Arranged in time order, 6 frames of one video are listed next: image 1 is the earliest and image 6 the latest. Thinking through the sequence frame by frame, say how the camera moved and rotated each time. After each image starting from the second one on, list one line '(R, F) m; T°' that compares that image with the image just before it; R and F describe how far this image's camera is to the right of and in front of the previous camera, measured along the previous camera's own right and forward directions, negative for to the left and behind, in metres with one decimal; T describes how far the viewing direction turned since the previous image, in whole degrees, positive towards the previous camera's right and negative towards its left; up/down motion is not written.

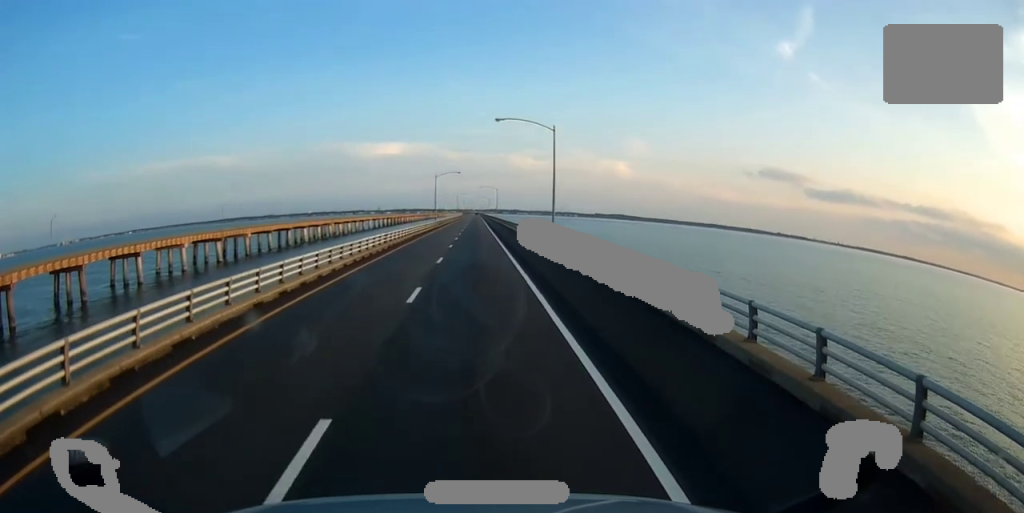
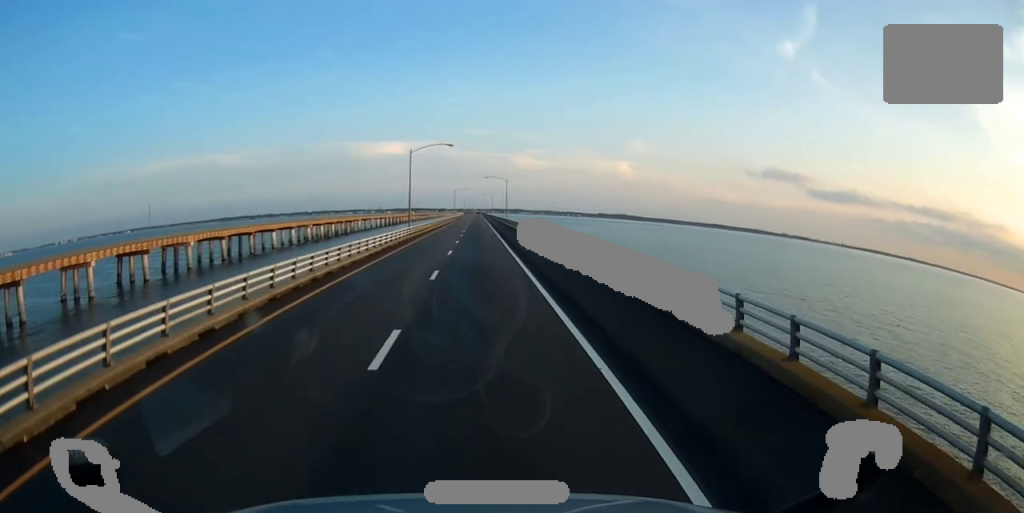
(0.0, +43.5) m; 0°
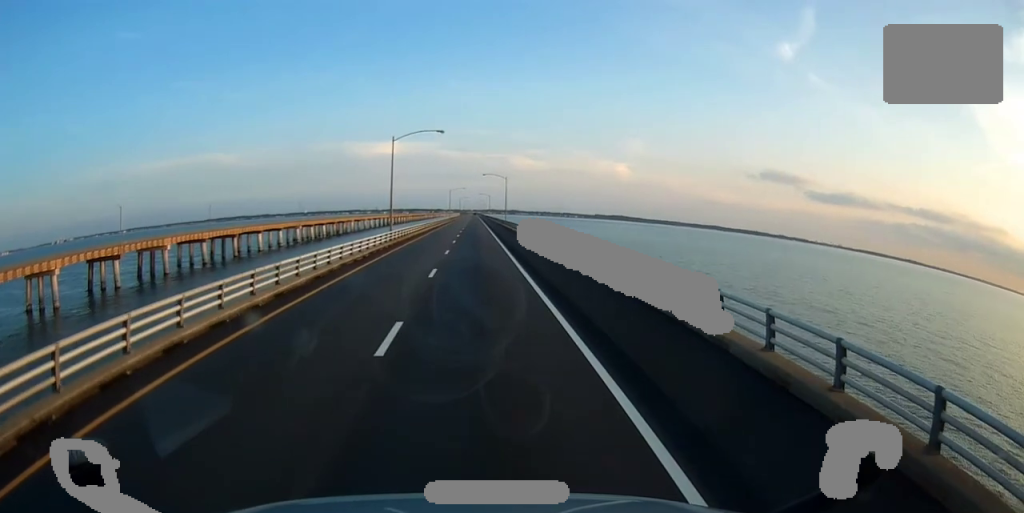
(0.0, +11.4) m; 0°
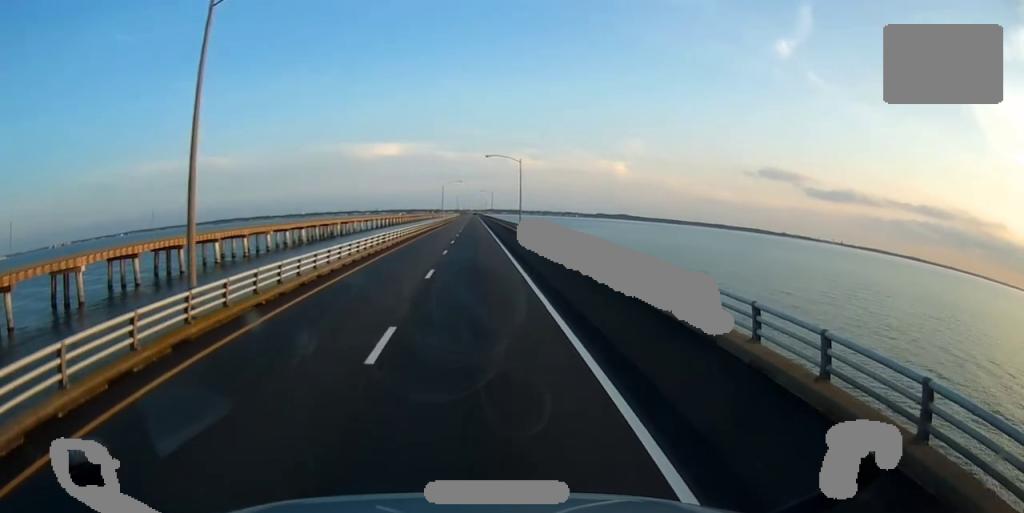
(-0.2, +37.2) m; -1°
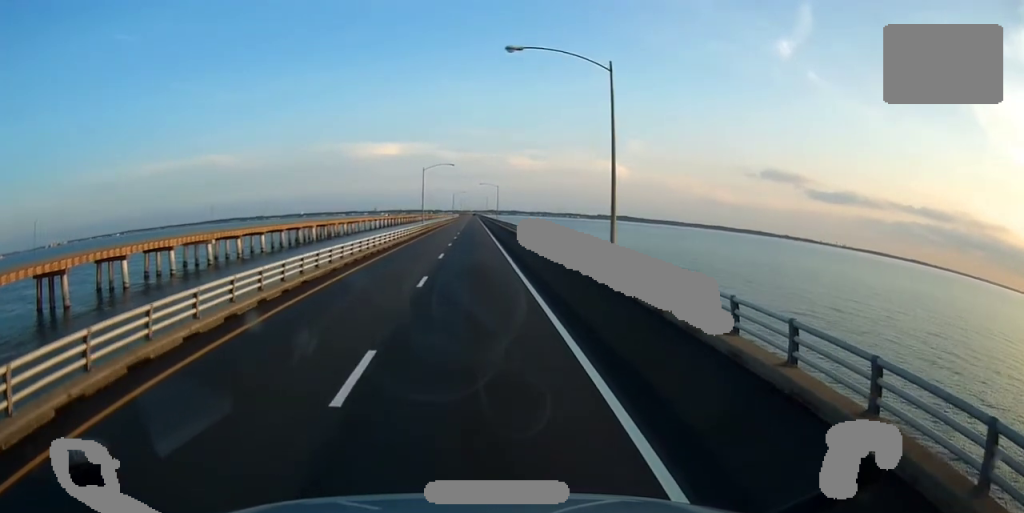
(+0.3, +50.8) m; +1°
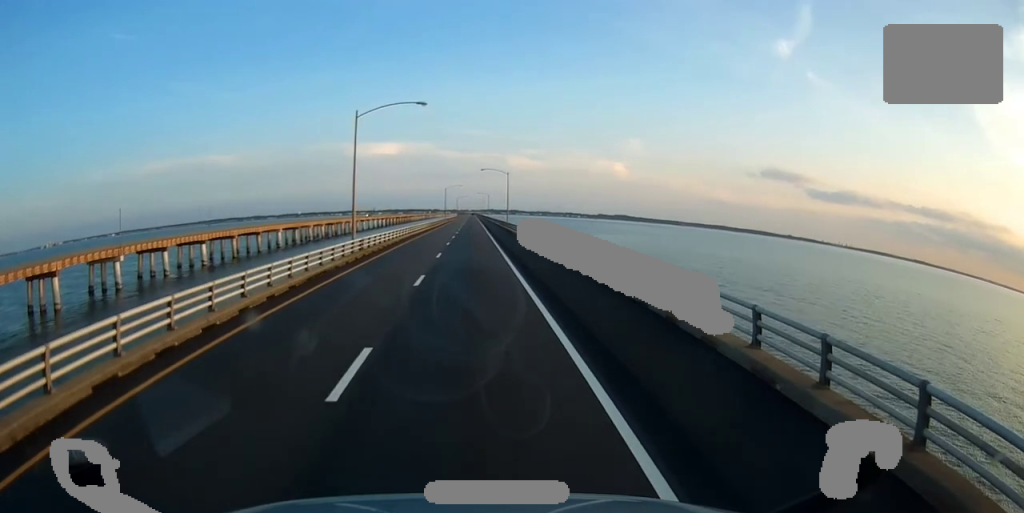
(0.0, +48.7) m; 0°
